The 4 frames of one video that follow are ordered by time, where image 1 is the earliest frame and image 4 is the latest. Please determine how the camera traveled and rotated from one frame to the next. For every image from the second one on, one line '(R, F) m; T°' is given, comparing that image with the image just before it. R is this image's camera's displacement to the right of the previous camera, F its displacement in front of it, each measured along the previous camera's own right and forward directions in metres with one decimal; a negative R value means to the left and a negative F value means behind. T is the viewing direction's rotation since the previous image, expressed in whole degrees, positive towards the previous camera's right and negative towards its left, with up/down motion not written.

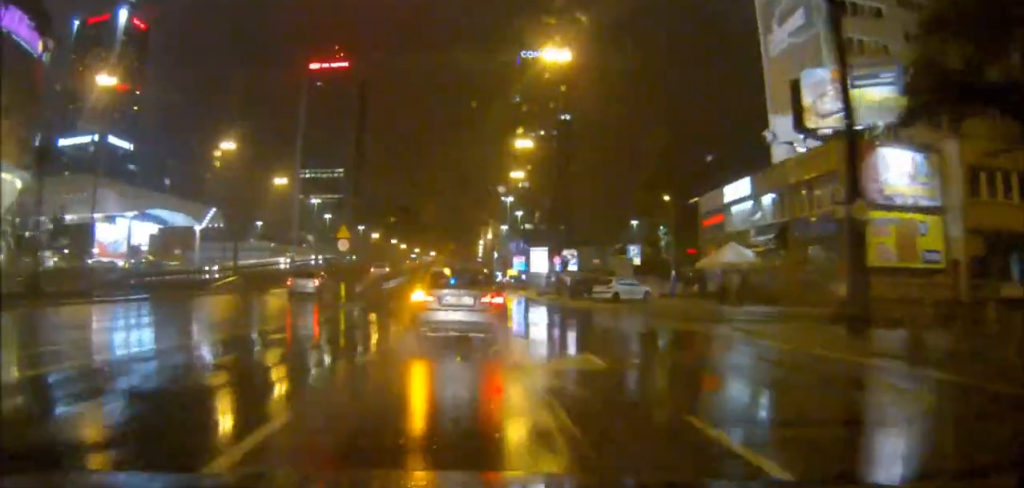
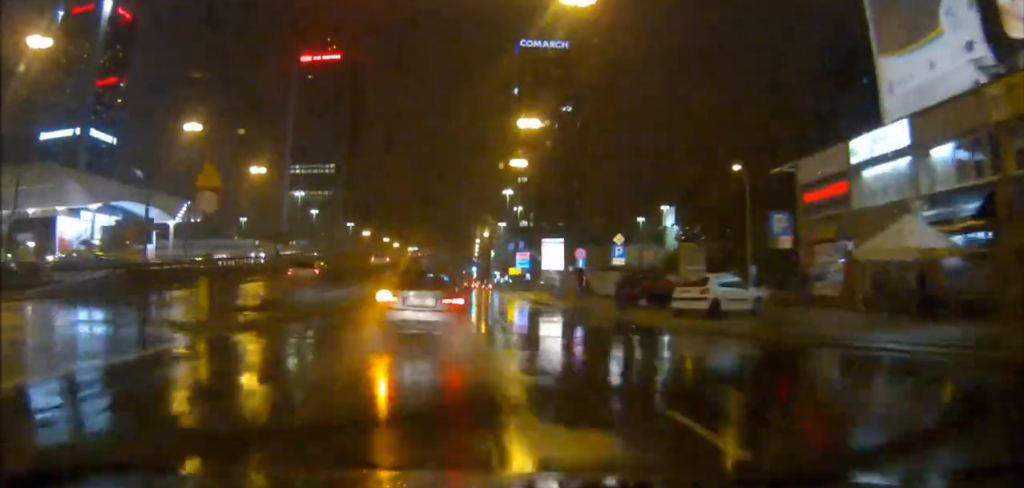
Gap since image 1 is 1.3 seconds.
(-0.2, +18.4) m; 0°
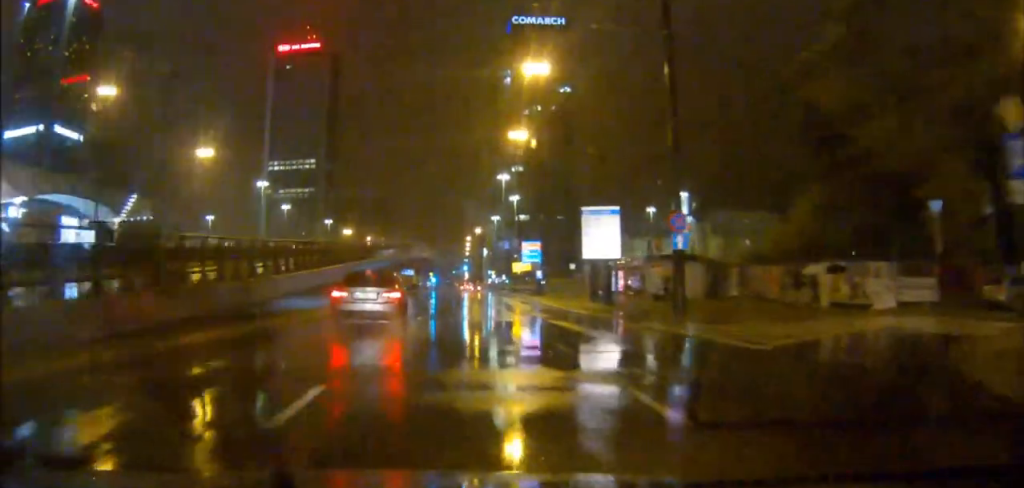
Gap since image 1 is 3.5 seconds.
(-0.2, +31.1) m; -1°
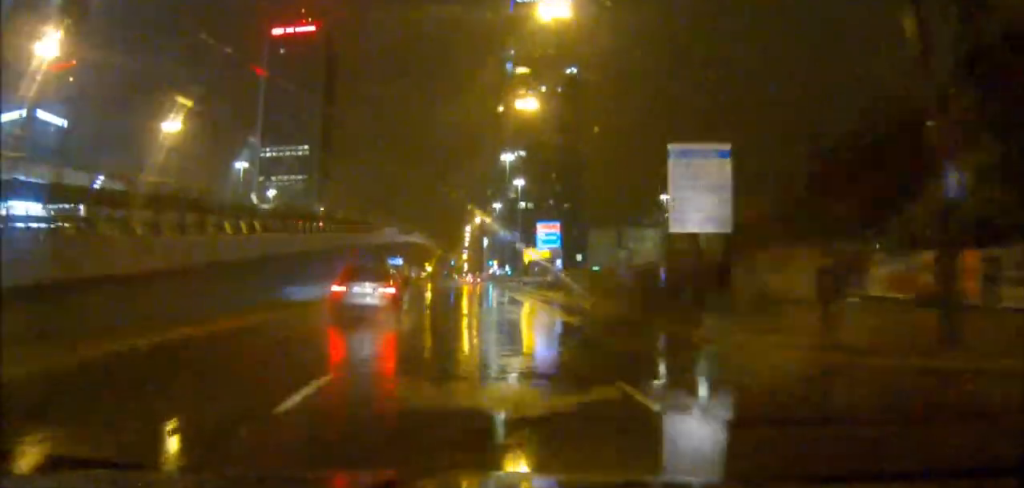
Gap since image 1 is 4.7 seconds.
(-0.1, +17.5) m; 0°
